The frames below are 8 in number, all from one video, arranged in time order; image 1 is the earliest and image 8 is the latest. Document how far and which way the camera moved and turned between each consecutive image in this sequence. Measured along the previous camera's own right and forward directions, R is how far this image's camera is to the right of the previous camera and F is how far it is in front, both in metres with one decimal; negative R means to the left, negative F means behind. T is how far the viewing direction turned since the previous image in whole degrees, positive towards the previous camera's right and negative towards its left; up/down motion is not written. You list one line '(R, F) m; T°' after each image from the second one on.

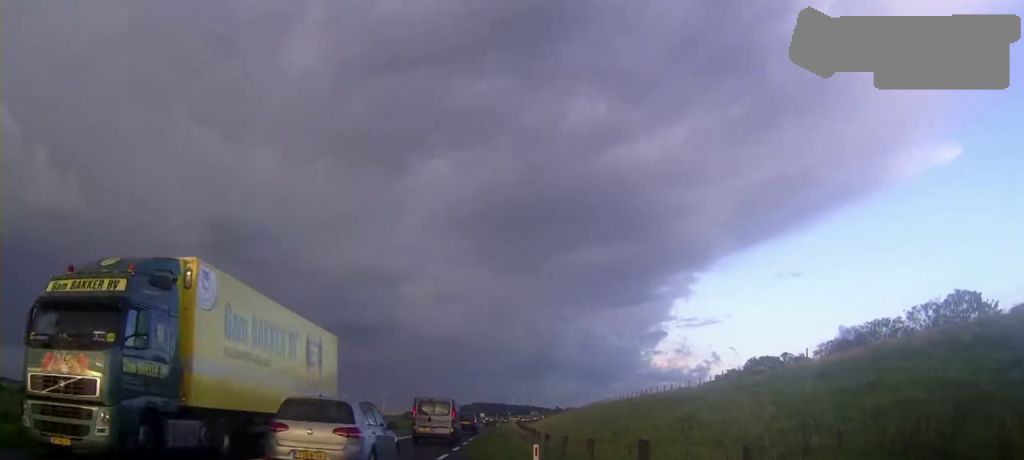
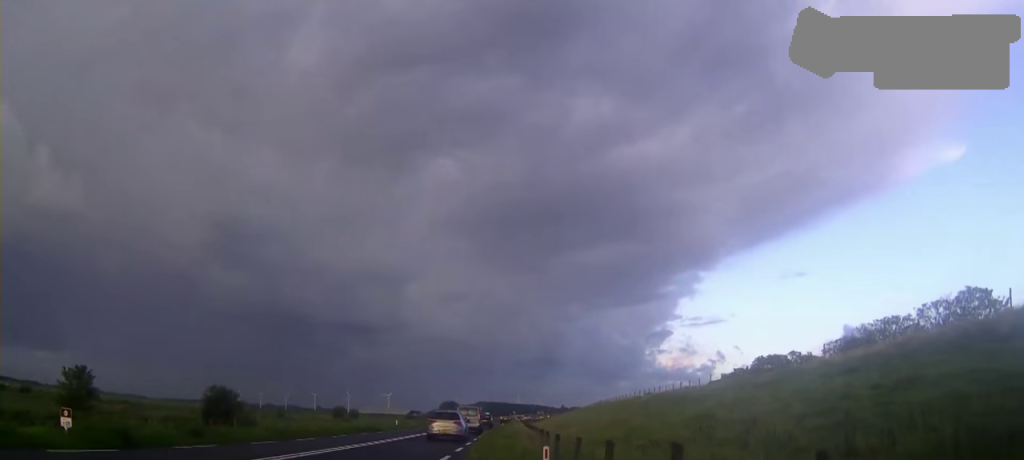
(0.0, 0.0) m; 0°
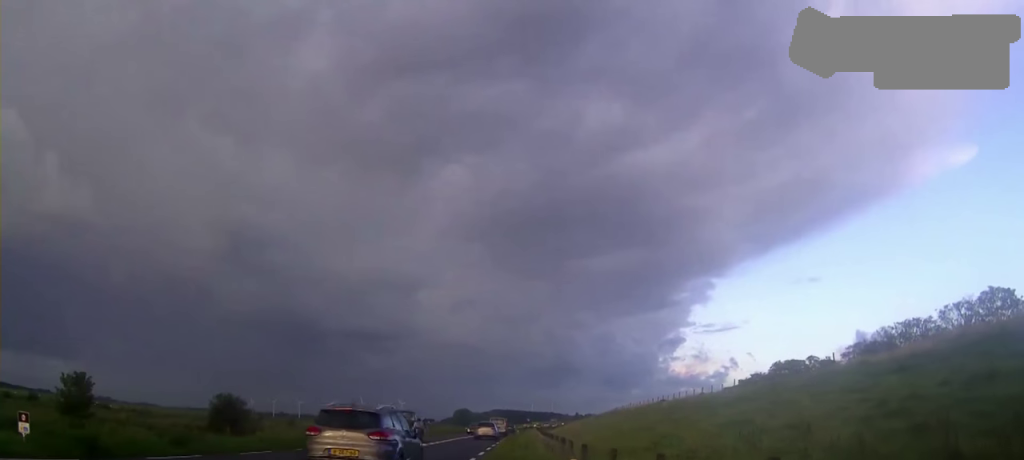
(0.0, 0.0) m; 0°
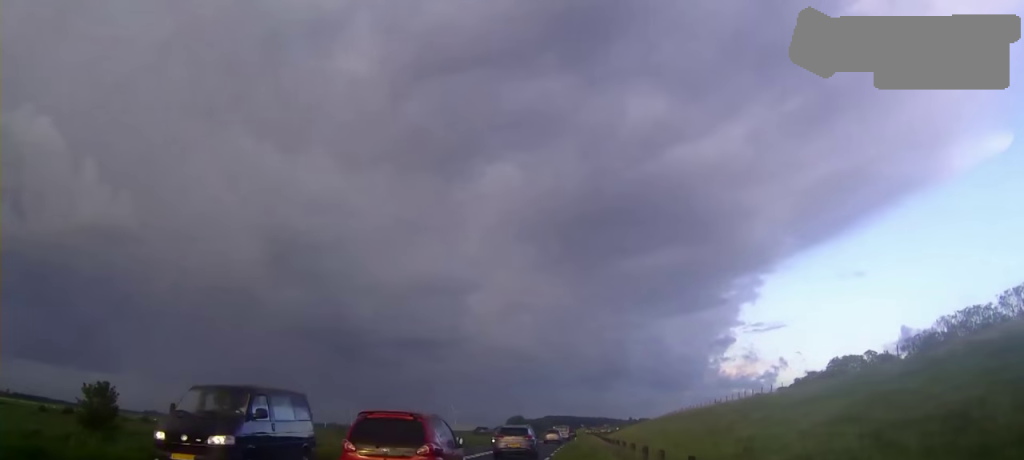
(0.0, +1.2) m; 0°
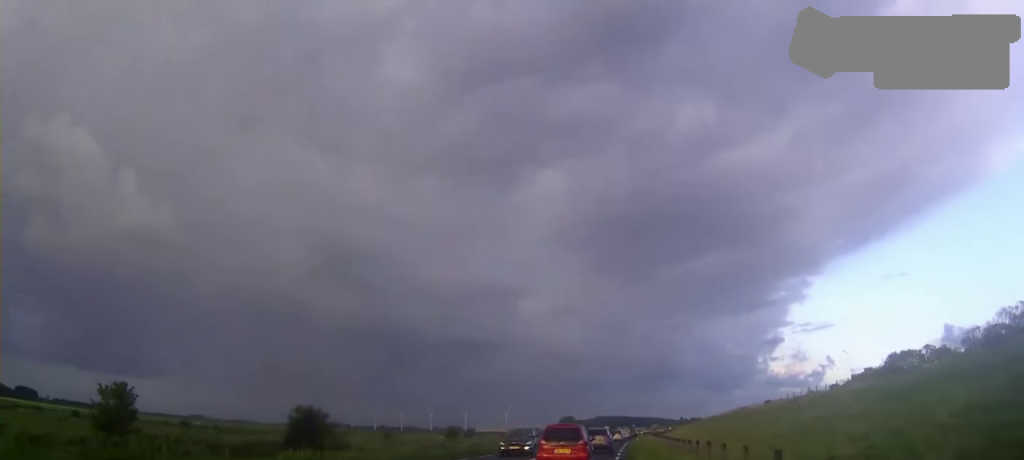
(0.0, +2.9) m; 0°
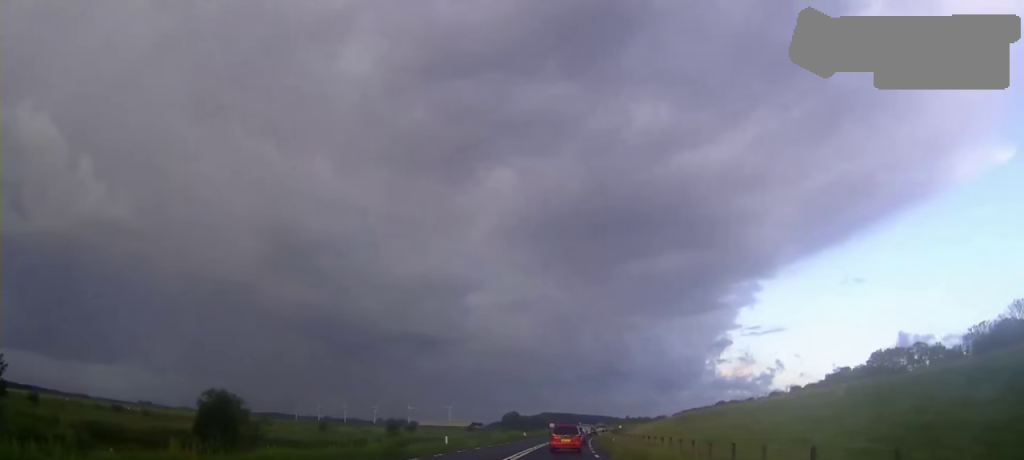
(+0.2, +10.1) m; +3°
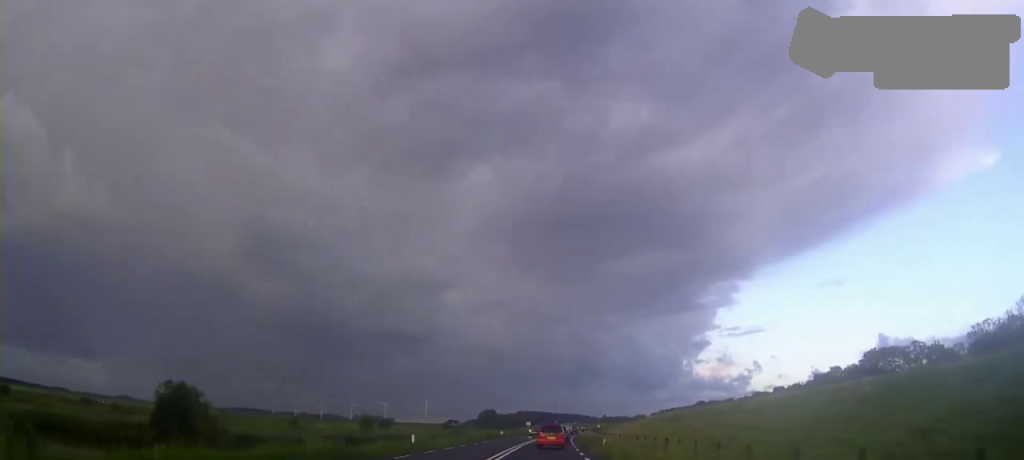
(0.0, +4.2) m; +1°
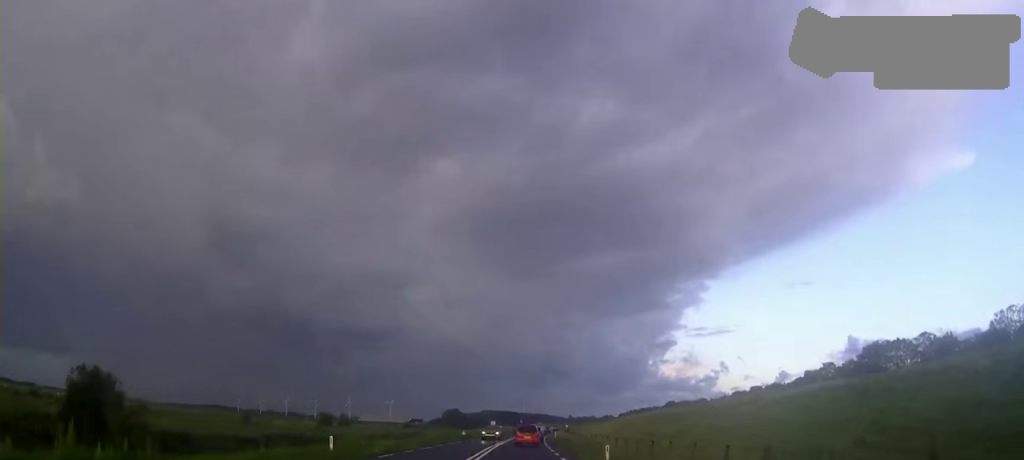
(+0.1, +10.4) m; +2°
